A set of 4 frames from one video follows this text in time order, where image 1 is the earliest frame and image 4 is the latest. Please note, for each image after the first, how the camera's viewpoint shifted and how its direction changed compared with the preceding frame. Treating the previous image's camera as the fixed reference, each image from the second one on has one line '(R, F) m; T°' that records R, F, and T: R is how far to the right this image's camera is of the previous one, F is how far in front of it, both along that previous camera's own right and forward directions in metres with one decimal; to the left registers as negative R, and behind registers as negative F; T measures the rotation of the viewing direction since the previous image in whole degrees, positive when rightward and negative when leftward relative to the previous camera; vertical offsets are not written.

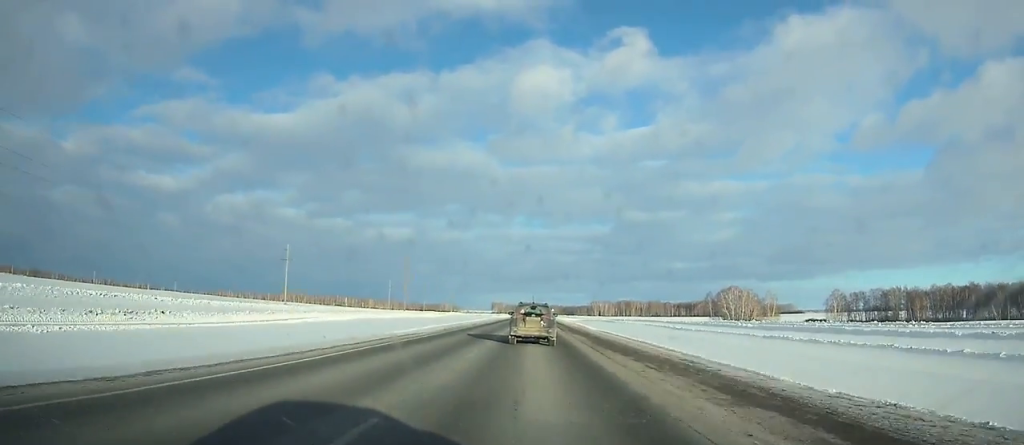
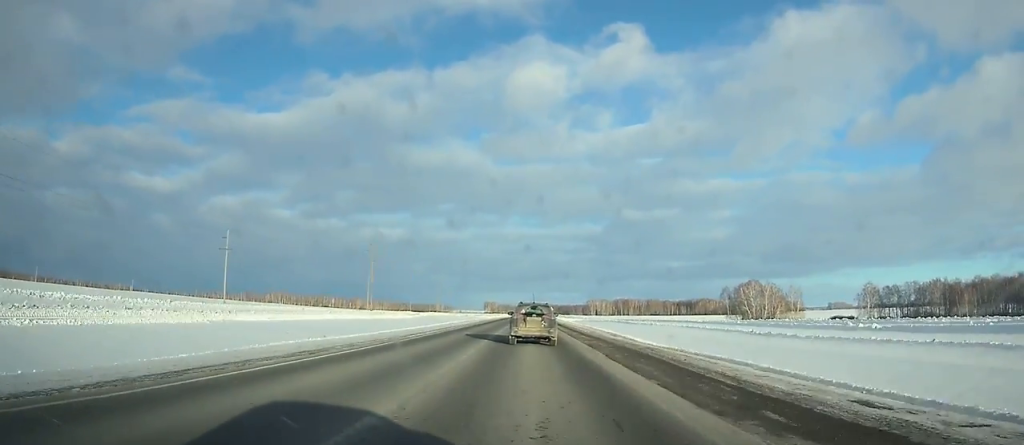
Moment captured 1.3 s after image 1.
(+0.3, +36.7) m; 0°
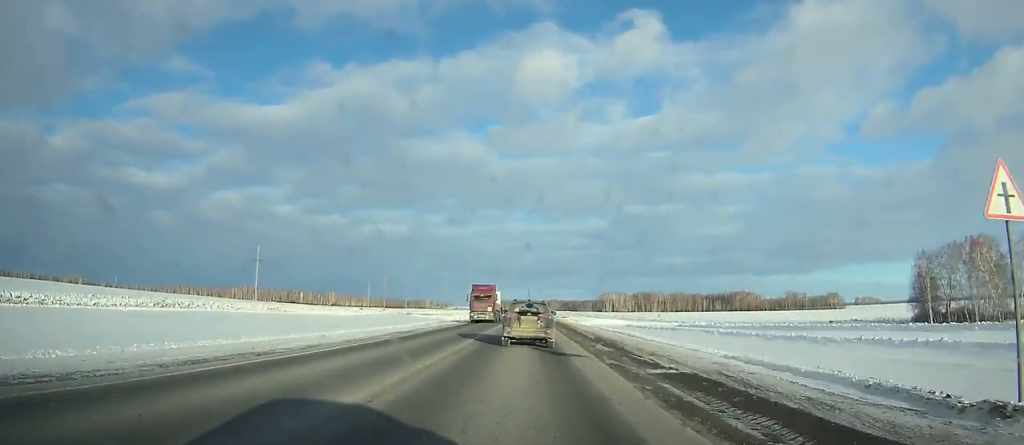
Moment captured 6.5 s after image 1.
(+1.1, +145.8) m; 0°
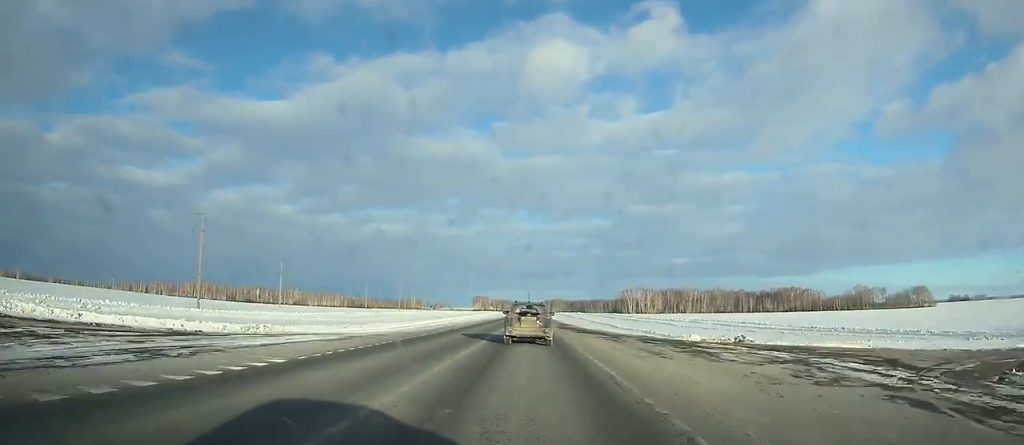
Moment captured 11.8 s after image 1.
(-0.4, +151.6) m; 0°
